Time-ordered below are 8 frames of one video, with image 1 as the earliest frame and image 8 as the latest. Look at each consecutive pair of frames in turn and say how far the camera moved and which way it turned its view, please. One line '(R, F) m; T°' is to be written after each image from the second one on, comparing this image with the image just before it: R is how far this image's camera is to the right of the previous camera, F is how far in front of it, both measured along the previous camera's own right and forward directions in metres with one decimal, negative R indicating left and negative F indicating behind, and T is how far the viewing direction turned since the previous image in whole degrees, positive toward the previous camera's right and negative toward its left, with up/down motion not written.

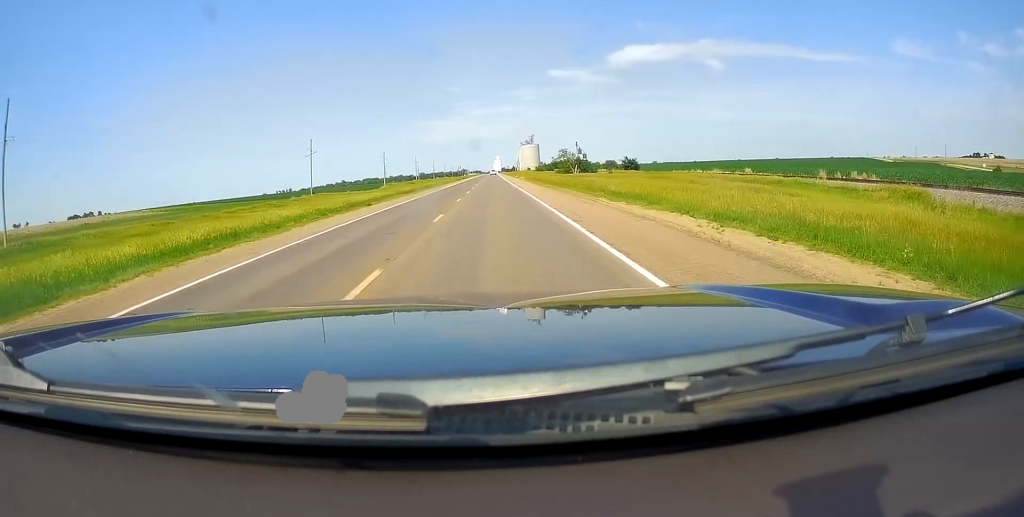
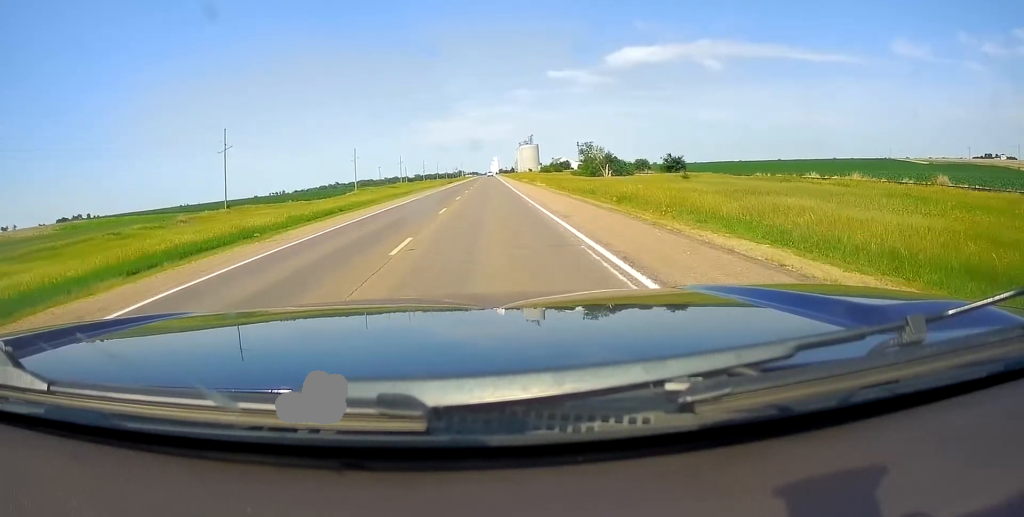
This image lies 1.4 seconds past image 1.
(+0.8, +43.2) m; 0°
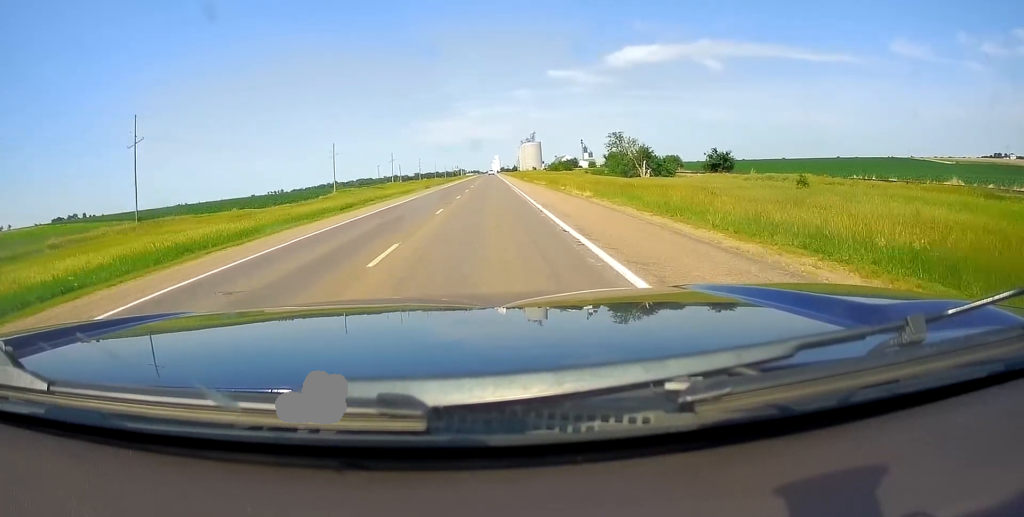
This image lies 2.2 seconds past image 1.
(-0.2, +25.3) m; -1°
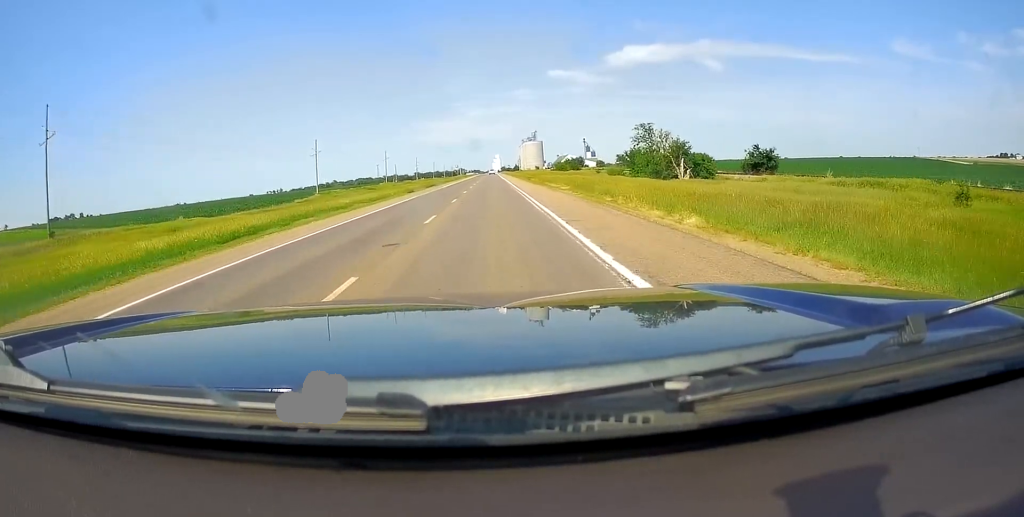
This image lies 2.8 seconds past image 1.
(-0.1, +16.2) m; 0°
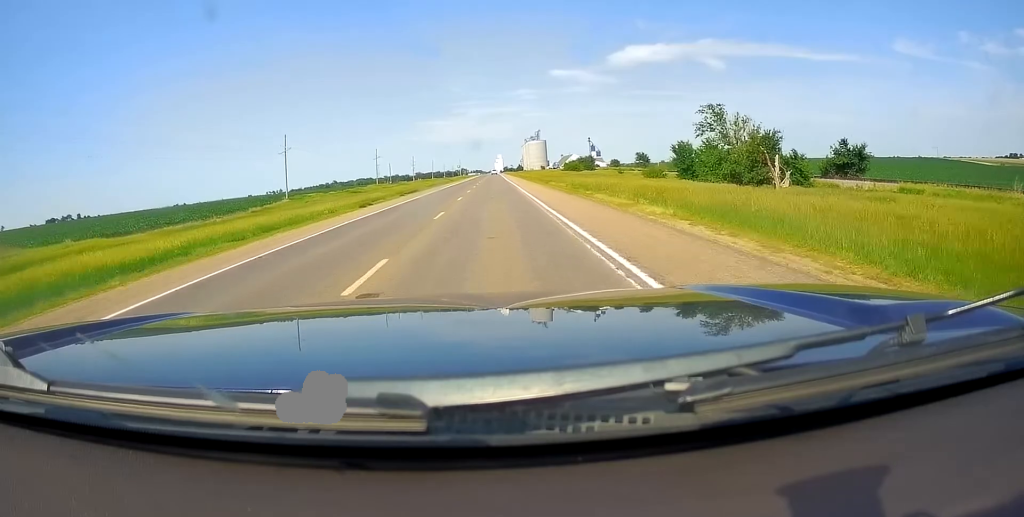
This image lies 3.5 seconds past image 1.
(0.0, +22.4) m; +1°
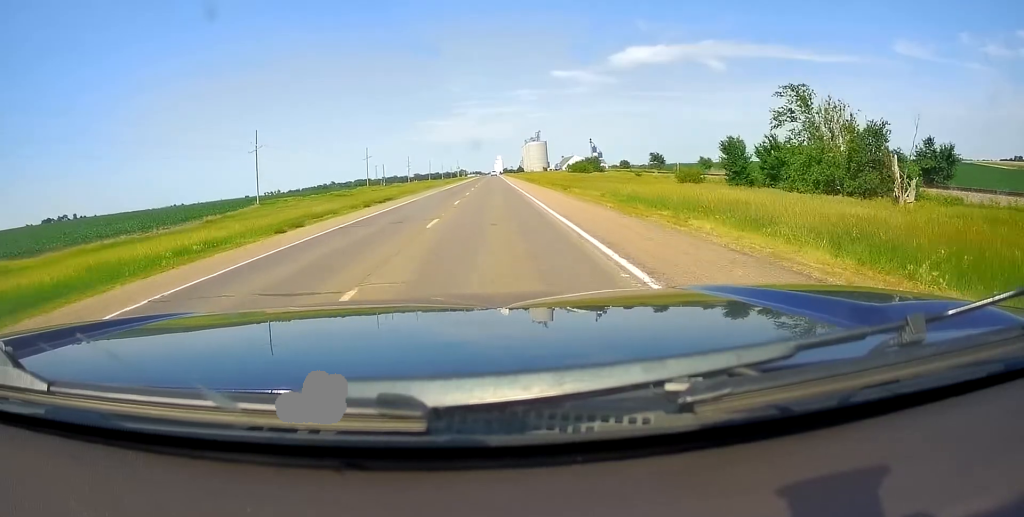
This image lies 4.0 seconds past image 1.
(0.0, +14.8) m; 0°
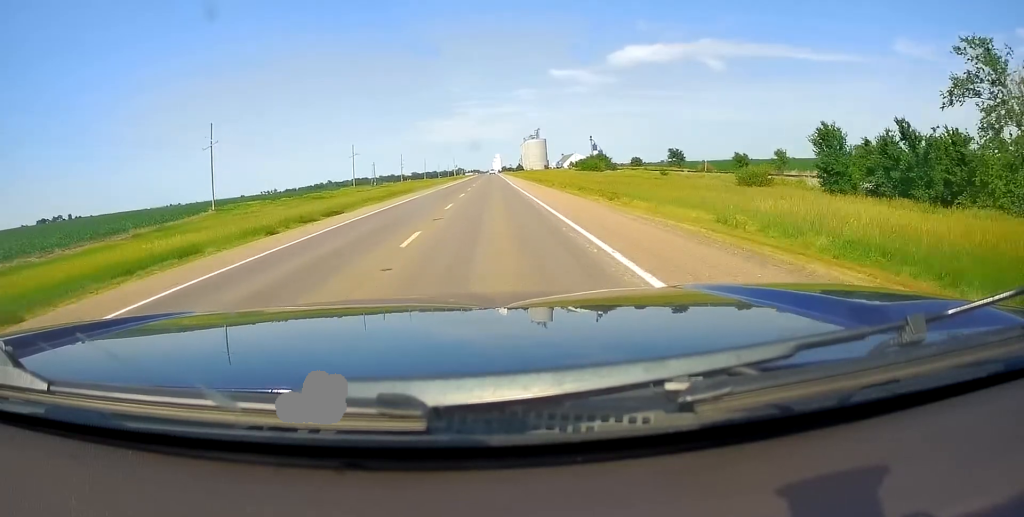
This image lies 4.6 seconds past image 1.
(+0.2, +16.8) m; 0°
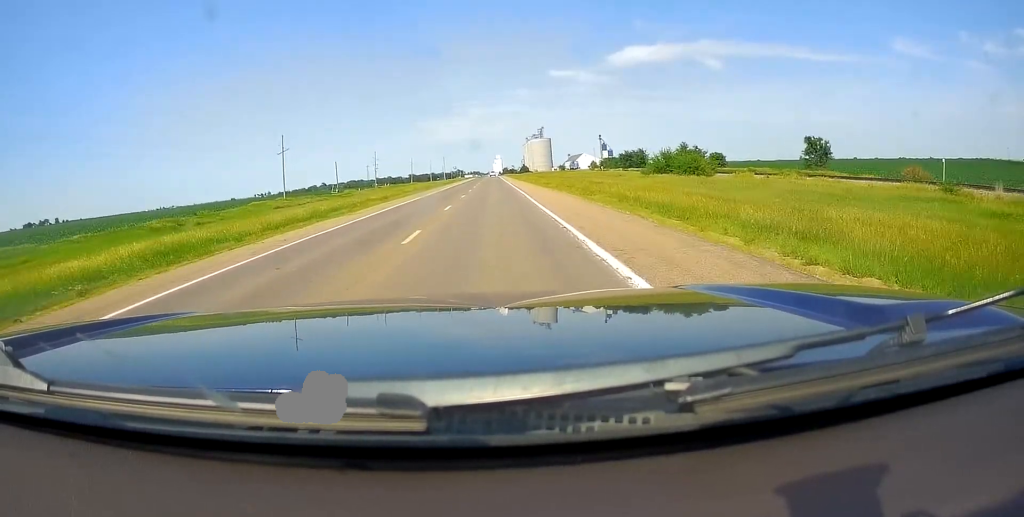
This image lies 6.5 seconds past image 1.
(-0.5, +59.6) m; -1°
